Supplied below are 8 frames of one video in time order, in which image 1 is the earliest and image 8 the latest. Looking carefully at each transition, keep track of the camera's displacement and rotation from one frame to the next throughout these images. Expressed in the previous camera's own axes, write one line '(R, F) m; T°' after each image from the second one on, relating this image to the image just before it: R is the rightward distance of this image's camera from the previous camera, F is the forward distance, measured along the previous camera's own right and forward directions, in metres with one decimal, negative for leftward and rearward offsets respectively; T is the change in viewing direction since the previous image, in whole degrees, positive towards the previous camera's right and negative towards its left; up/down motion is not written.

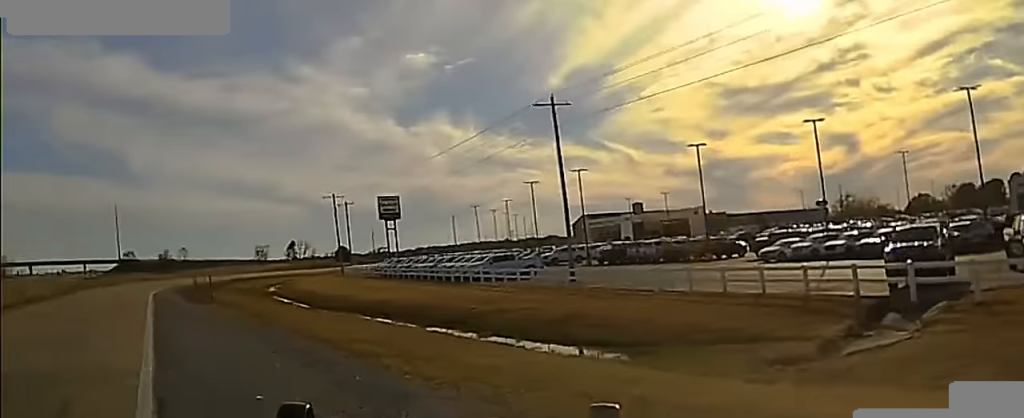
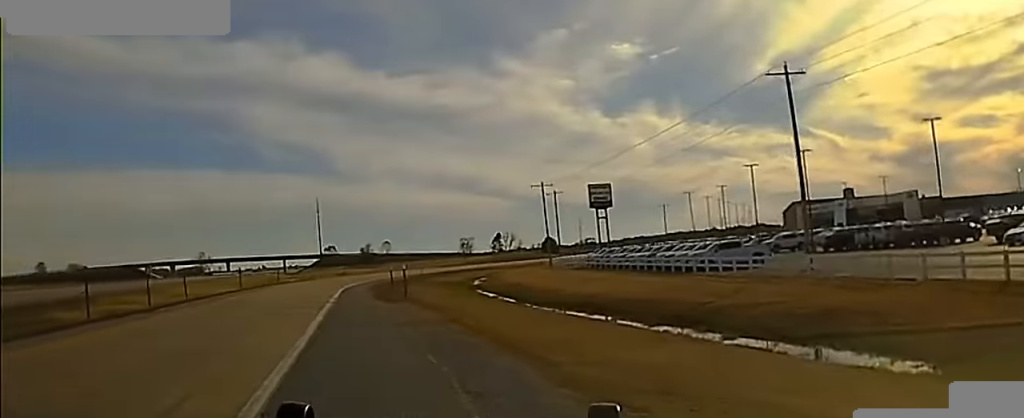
(+0.1, +3.8) m; -26°
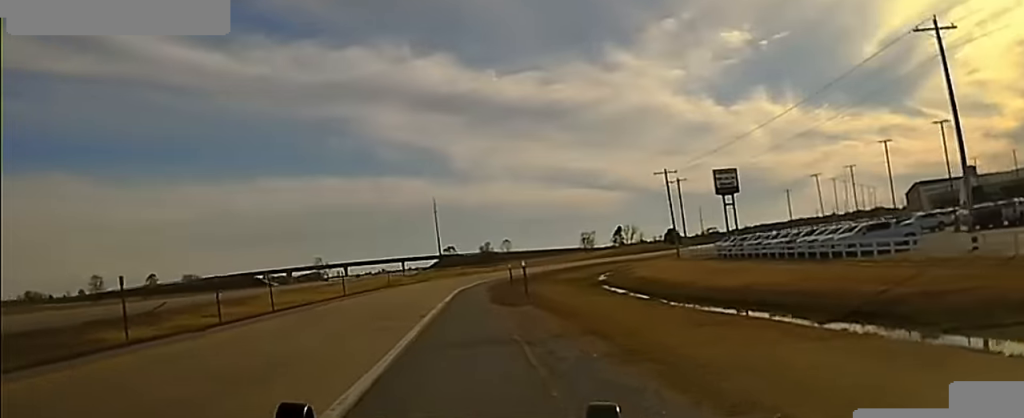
(-2.1, +4.4) m; -11°
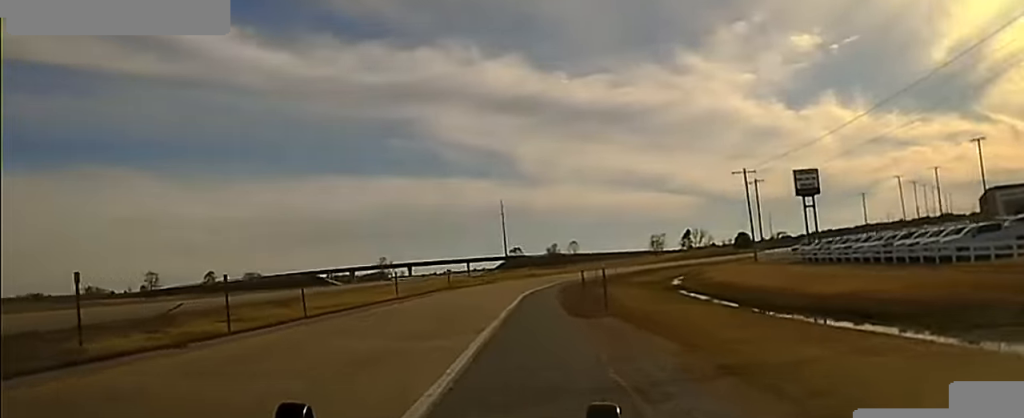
(-0.9, +4.3) m; -7°
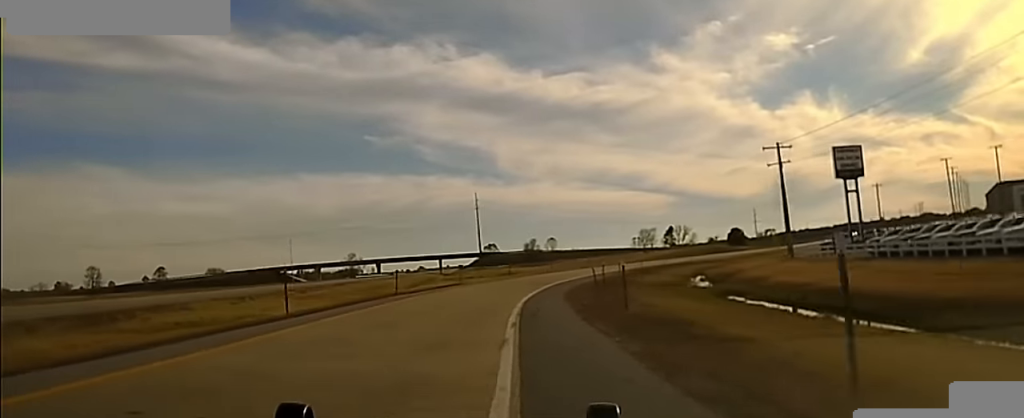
(+1.9, +17.0) m; +8°
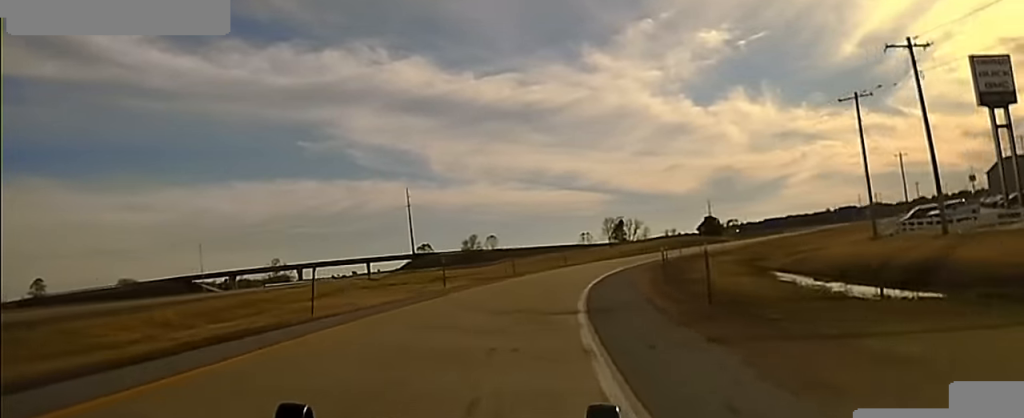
(+0.9, +34.2) m; +1°
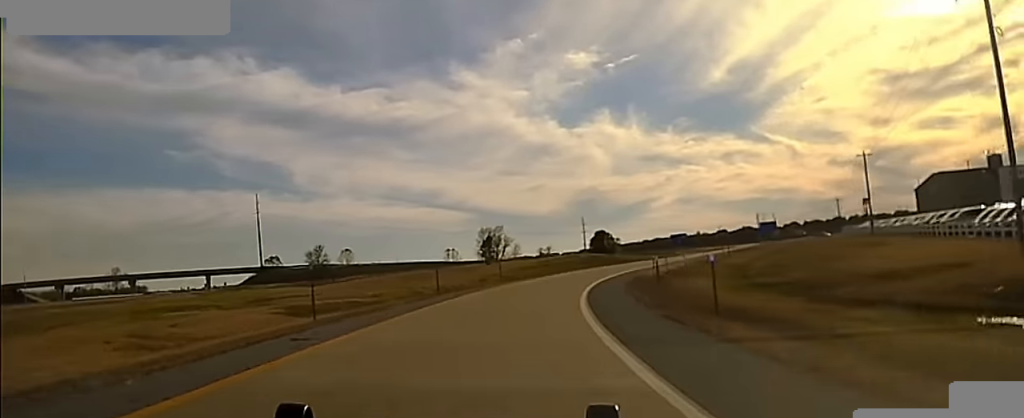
(0.0, +33.4) m; 0°
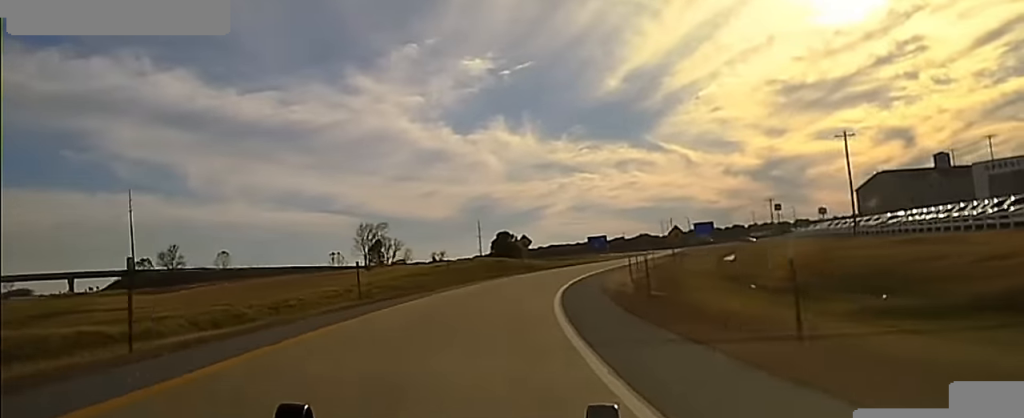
(0.0, +26.1) m; 0°
